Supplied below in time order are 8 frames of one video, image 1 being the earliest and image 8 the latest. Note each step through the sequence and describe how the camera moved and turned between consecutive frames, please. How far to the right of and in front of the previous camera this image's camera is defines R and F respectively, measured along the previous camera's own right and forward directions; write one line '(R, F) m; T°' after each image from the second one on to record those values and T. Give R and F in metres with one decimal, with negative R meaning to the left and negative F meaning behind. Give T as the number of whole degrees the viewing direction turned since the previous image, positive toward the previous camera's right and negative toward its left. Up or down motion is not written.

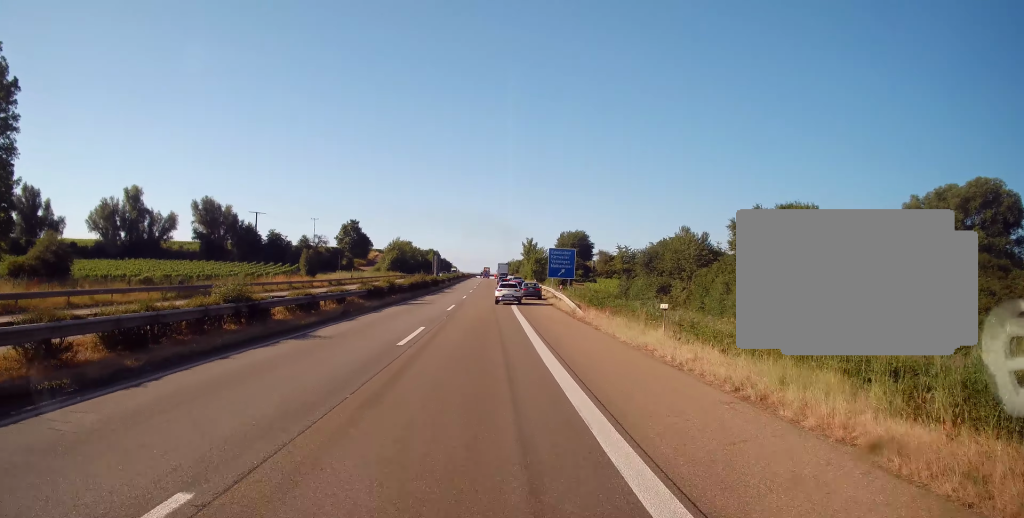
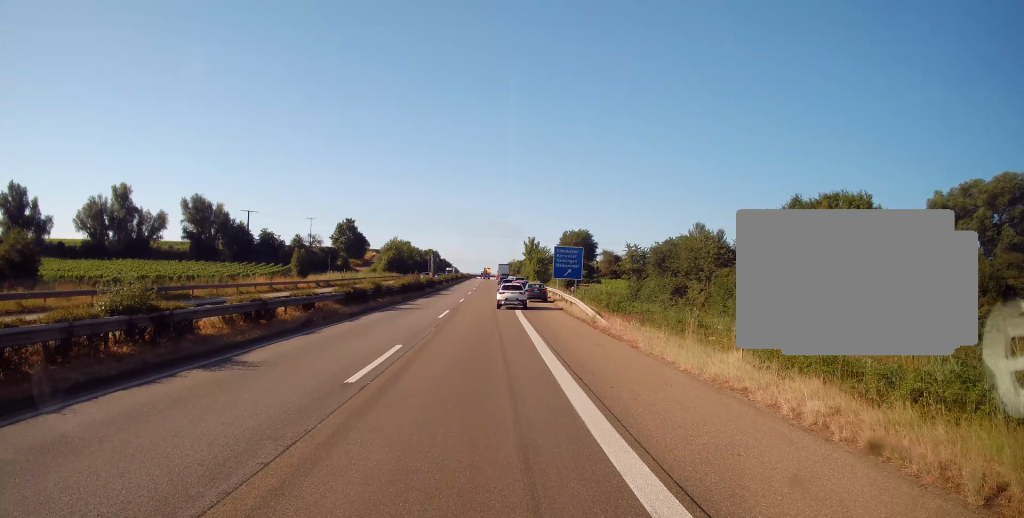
(-0.1, +5.8) m; -1°
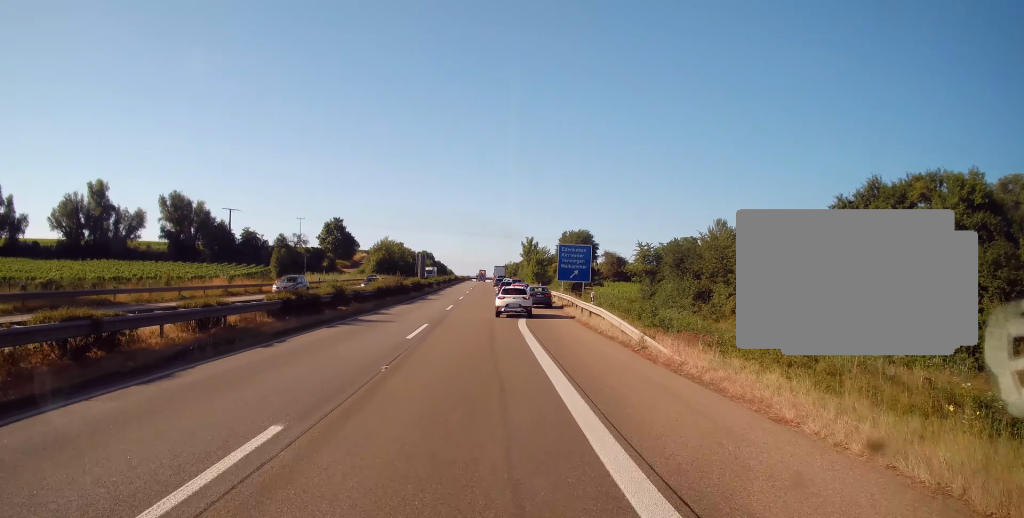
(+0.3, +8.7) m; -1°
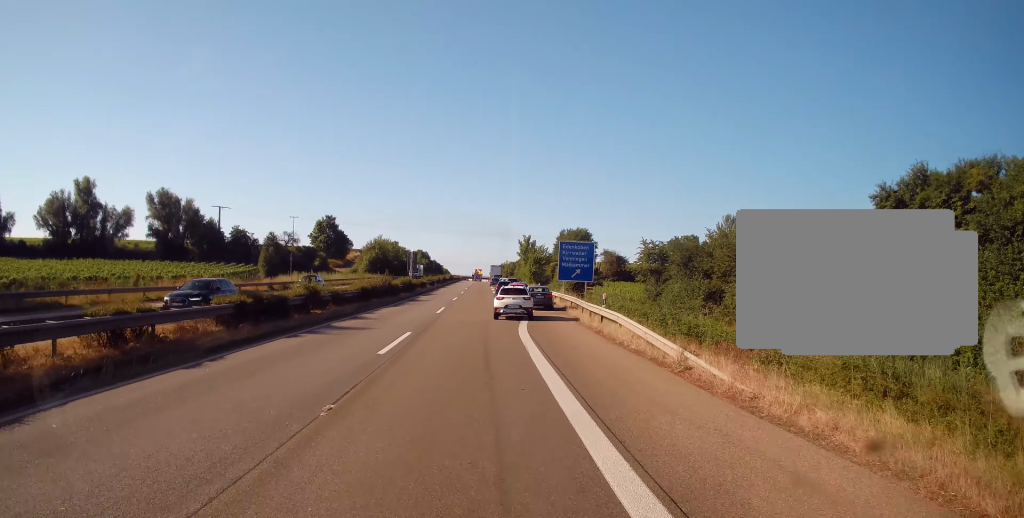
(-0.4, +3.8) m; -1°
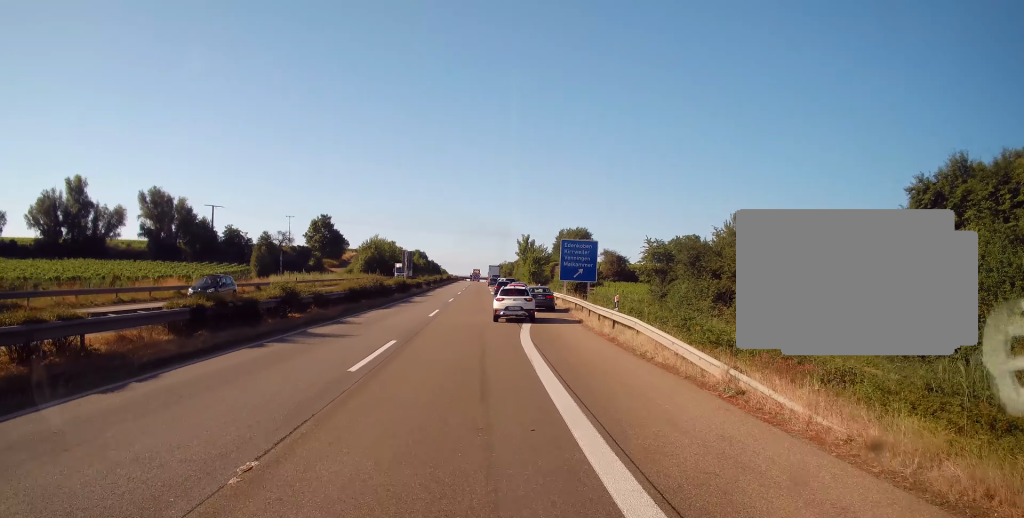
(+0.2, +2.6) m; +4°
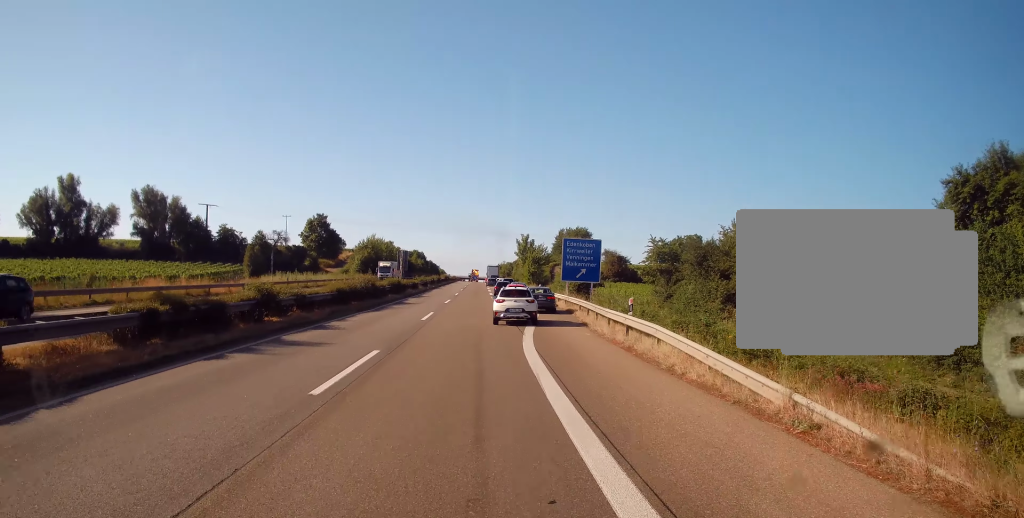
(+0.1, +2.4) m; +1°
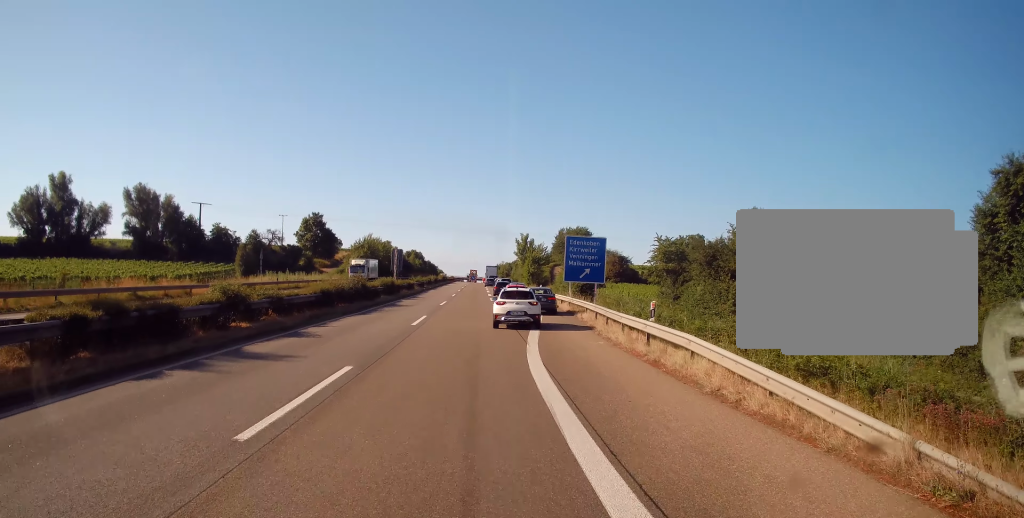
(0.0, +3.0) m; 0°
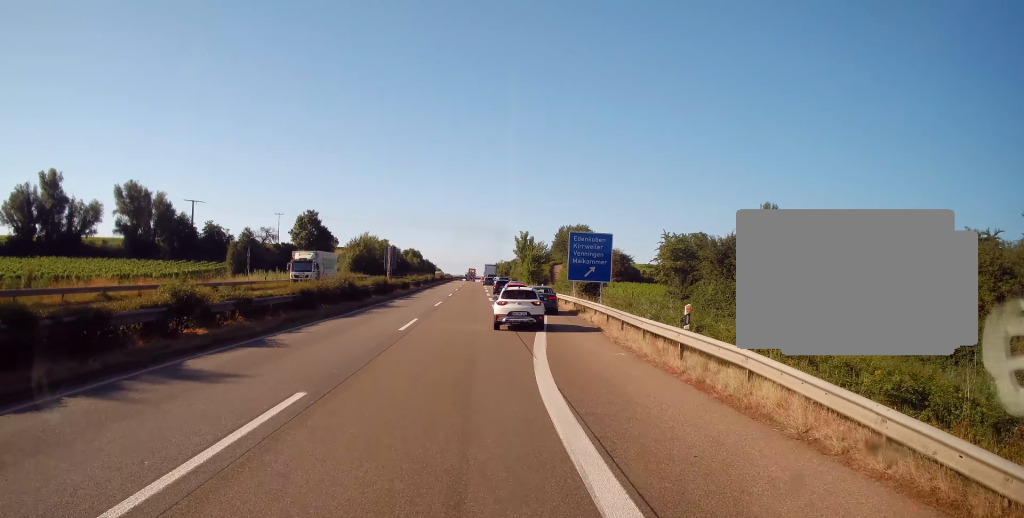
(0.0, +3.4) m; 0°
